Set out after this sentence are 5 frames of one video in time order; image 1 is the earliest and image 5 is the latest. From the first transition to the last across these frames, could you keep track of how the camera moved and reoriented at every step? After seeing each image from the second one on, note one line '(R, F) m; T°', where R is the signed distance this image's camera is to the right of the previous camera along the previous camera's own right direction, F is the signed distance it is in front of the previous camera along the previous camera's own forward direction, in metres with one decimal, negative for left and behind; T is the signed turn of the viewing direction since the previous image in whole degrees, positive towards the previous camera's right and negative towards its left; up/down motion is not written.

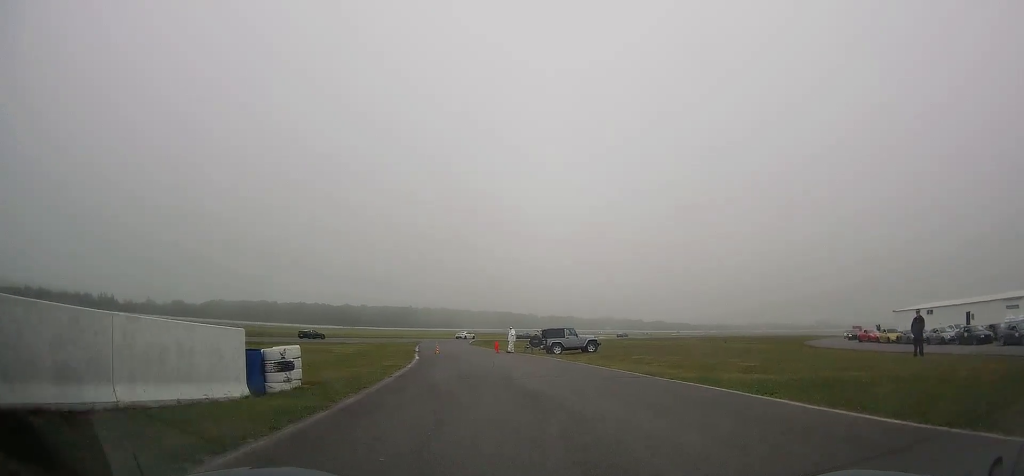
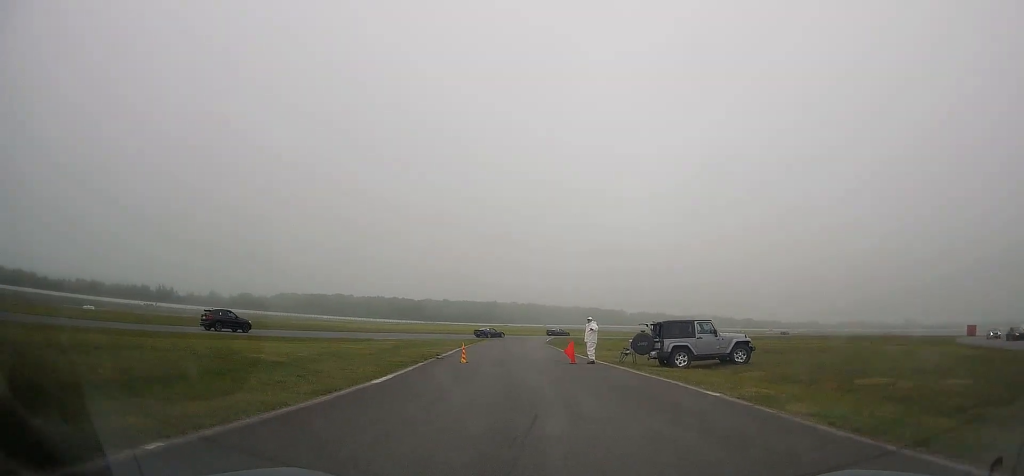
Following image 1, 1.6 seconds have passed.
(-1.2, +18.2) m; -10°
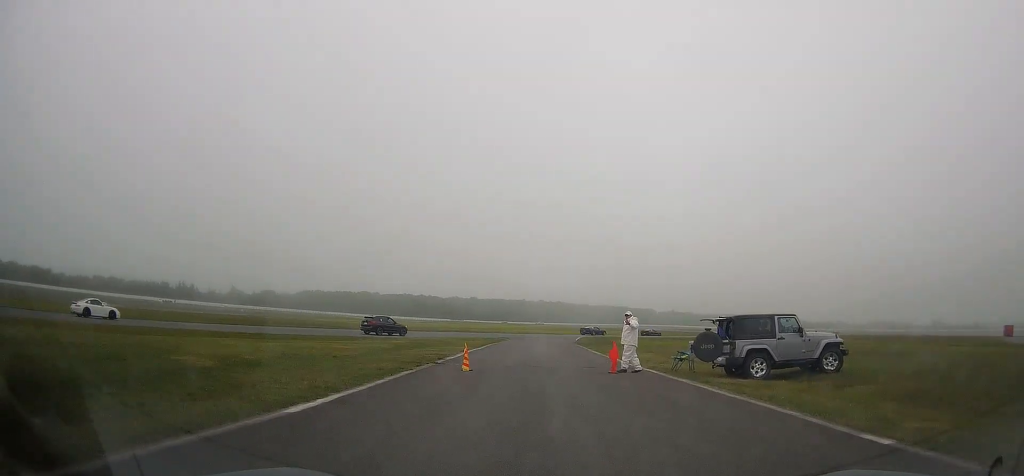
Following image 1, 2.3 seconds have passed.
(-0.4, +6.0) m; -2°
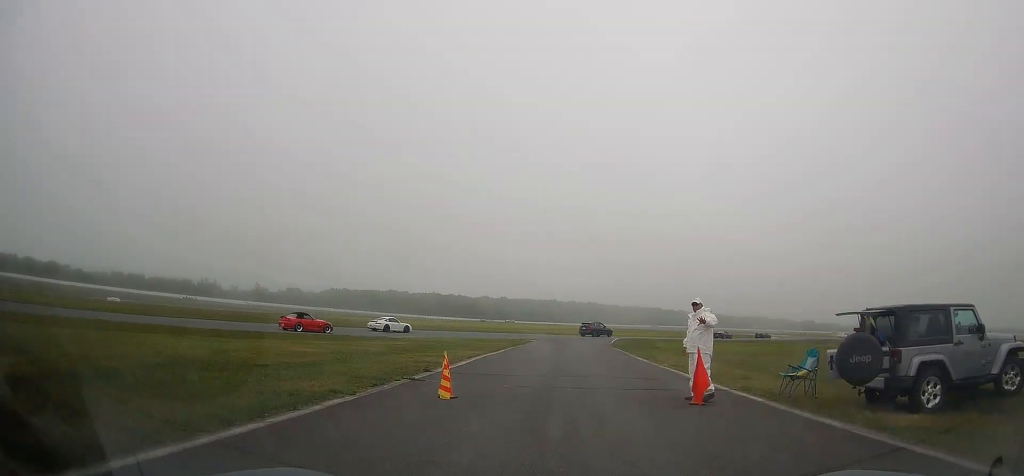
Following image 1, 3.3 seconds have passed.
(0.0, +7.4) m; -2°
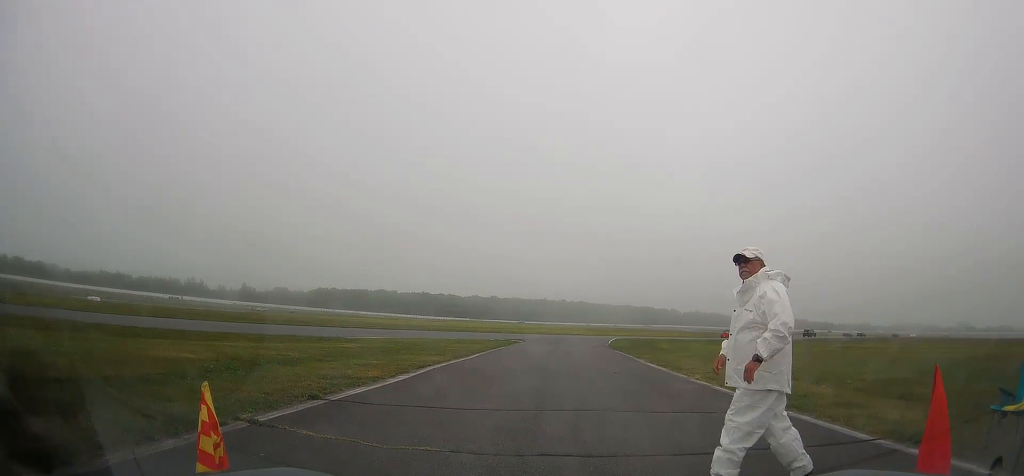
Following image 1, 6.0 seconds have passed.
(-0.5, +7.7) m; -4°
